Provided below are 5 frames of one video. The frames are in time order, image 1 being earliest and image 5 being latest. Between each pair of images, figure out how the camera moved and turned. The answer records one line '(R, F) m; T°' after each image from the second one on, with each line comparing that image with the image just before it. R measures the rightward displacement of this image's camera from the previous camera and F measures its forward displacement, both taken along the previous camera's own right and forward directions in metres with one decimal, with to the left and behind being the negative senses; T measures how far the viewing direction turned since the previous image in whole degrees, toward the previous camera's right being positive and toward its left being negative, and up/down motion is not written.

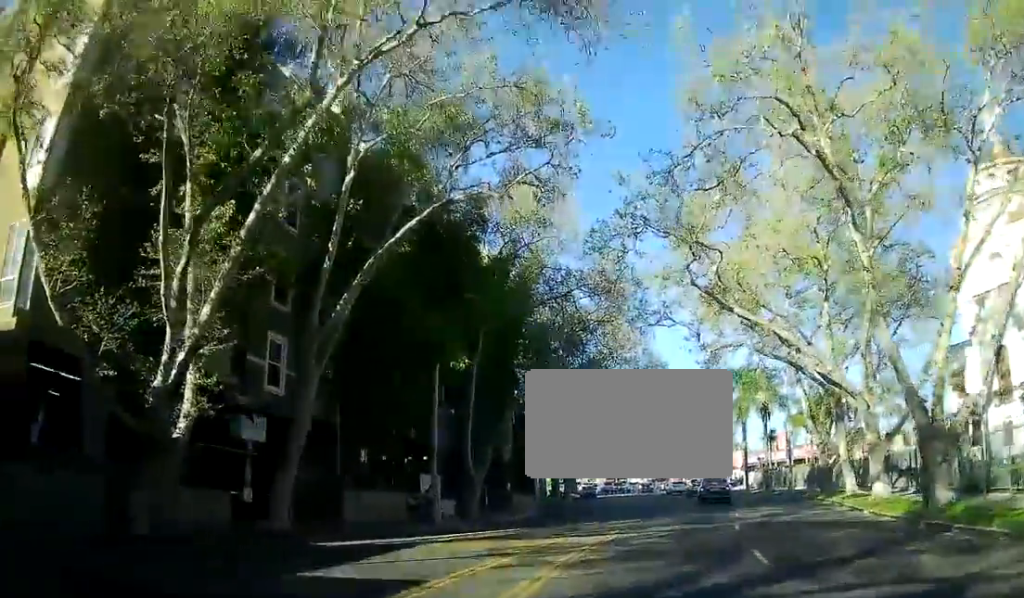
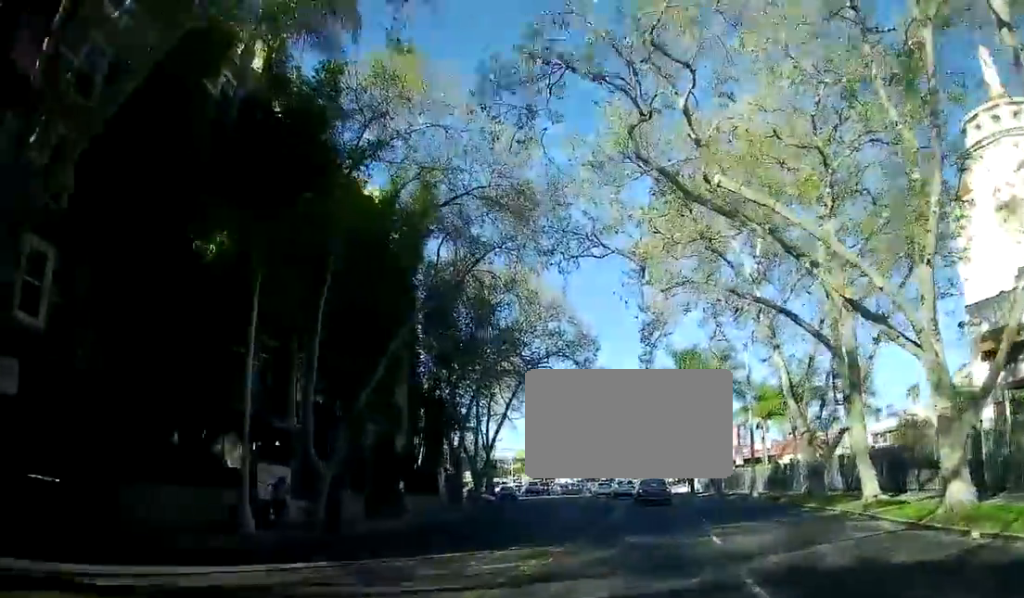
(+0.7, +10.7) m; +5°
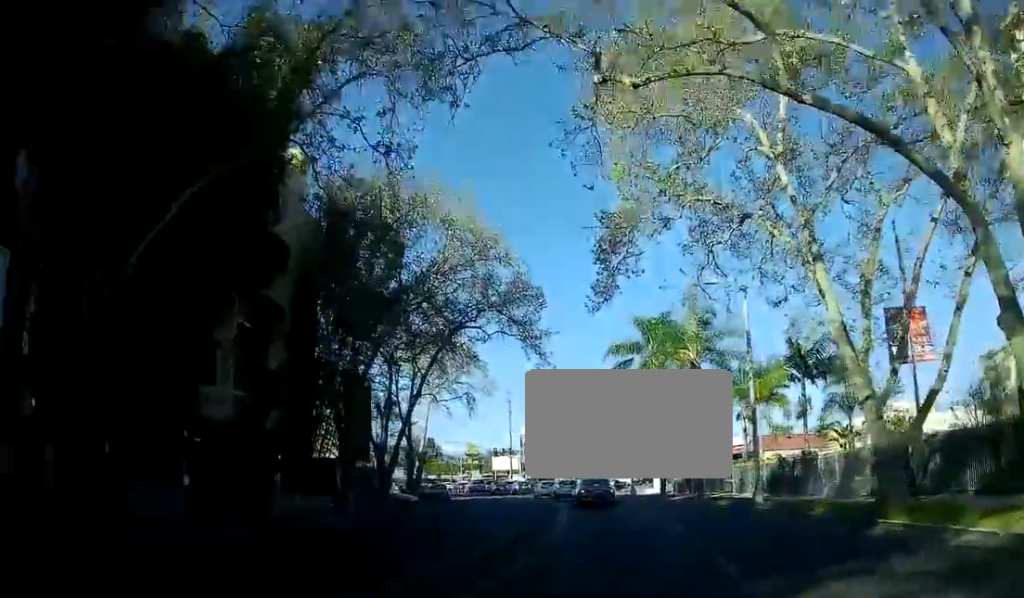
(+0.7, +12.4) m; +6°
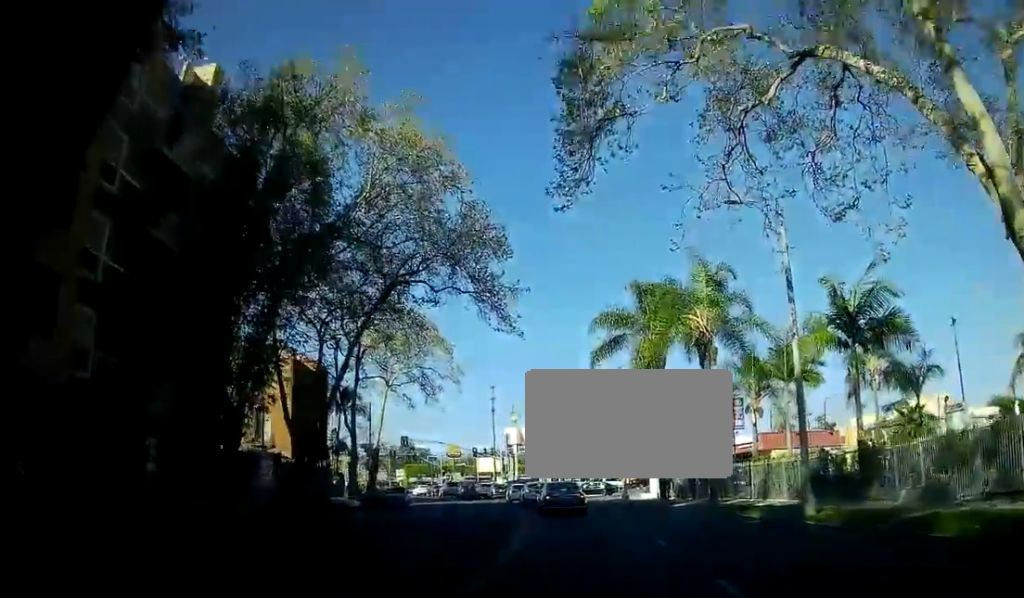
(+0.2, +9.1) m; -2°
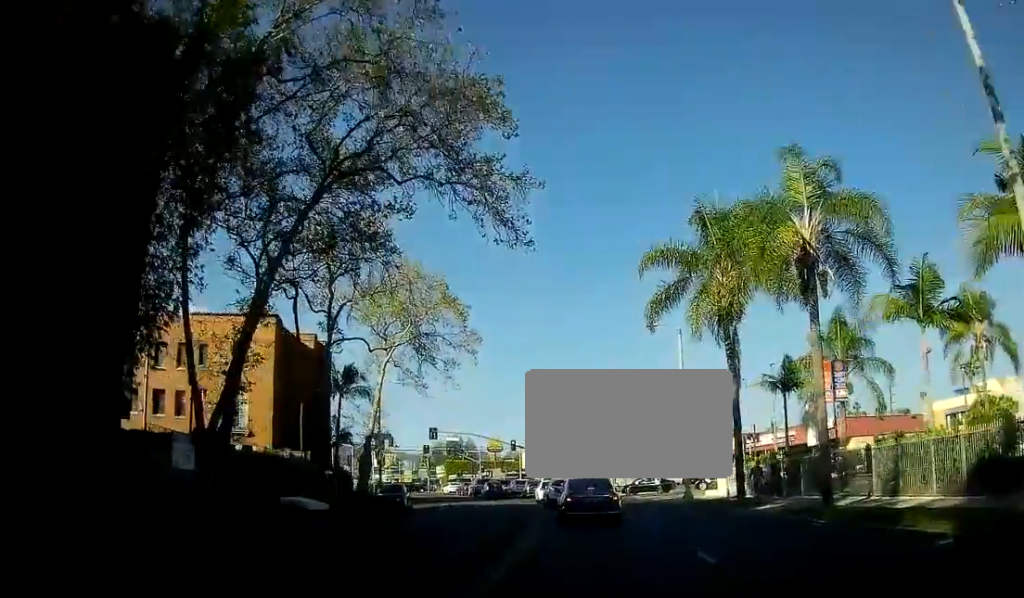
(-0.5, +10.3) m; +1°
